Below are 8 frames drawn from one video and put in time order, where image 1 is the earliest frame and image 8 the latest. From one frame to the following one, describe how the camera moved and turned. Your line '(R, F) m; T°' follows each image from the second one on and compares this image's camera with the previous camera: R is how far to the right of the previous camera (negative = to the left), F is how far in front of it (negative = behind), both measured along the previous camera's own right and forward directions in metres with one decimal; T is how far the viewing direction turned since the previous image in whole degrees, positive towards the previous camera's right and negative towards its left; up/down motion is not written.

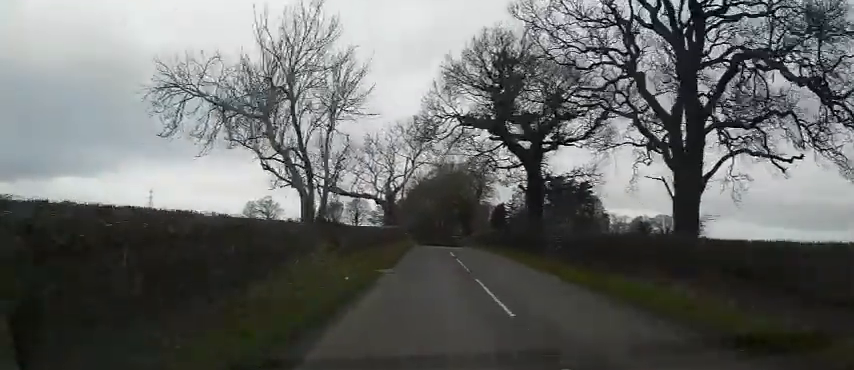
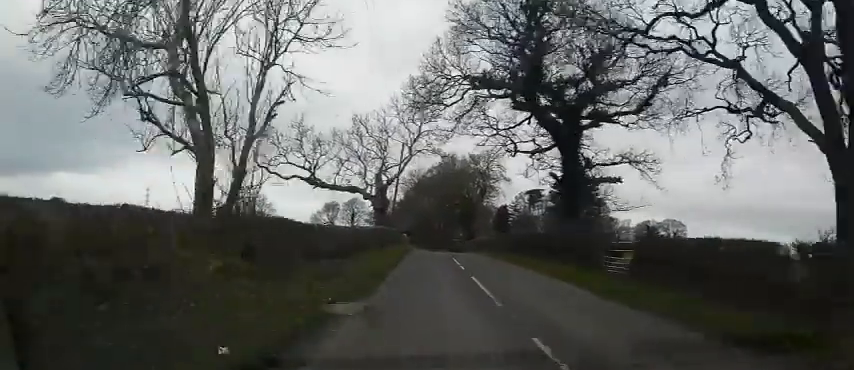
(+0.1, +7.4) m; 0°
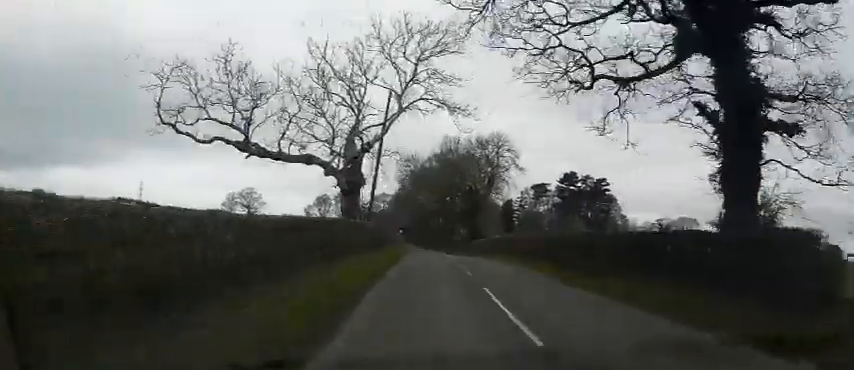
(-0.3, +11.9) m; 0°
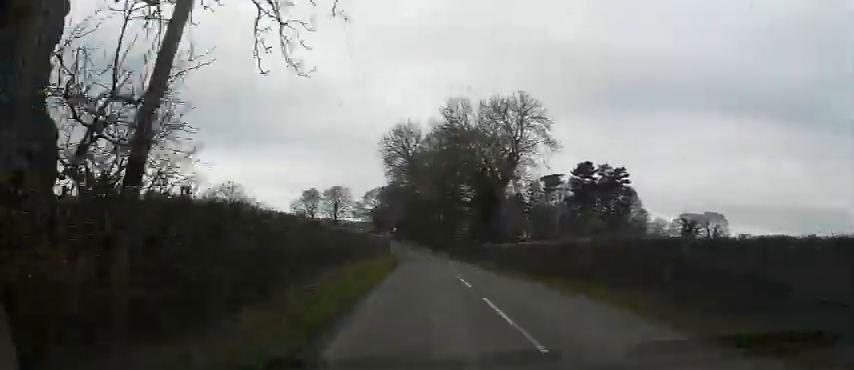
(+0.2, +17.4) m; 0°
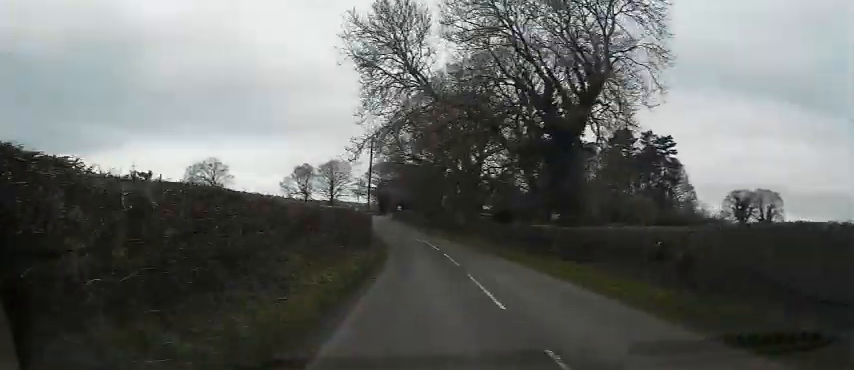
(-0.3, +22.7) m; -1°
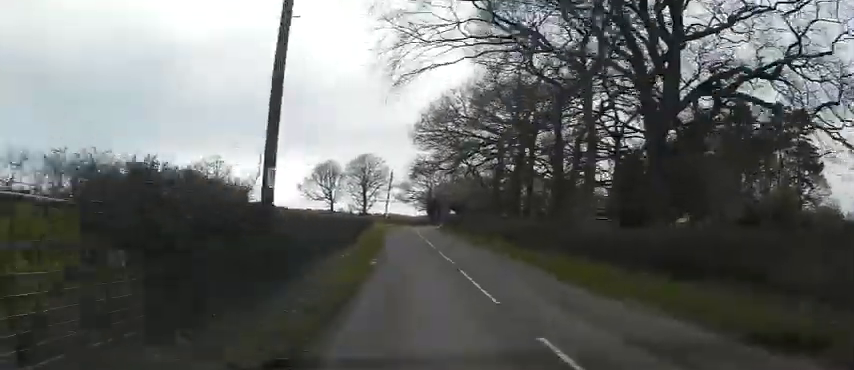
(-0.7, +33.2) m; -3°
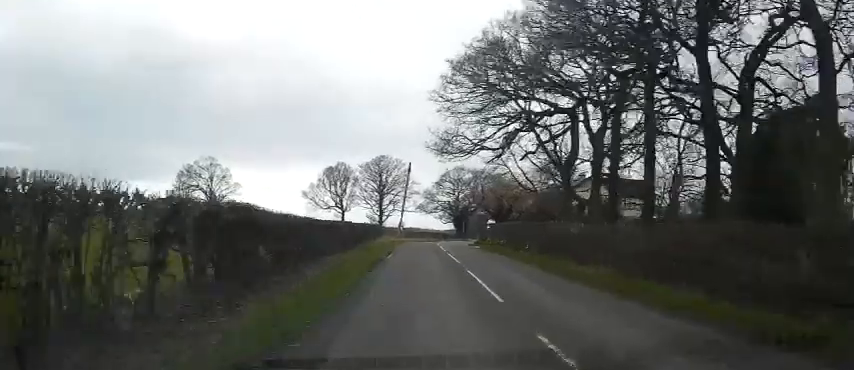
(-0.4, +17.4) m; -4°
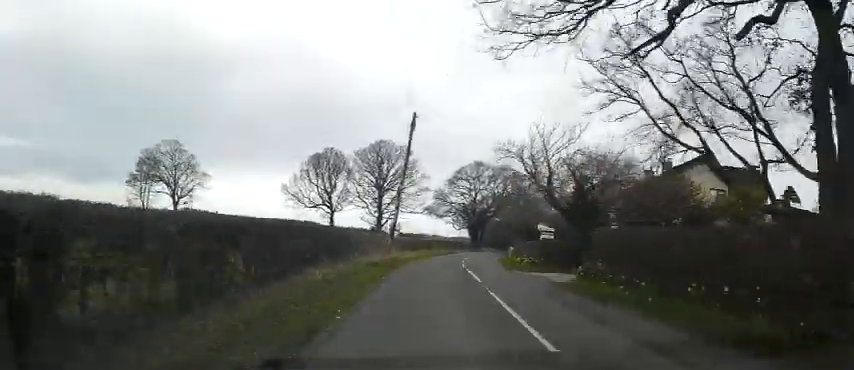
(-0.9, +20.5) m; -2°
